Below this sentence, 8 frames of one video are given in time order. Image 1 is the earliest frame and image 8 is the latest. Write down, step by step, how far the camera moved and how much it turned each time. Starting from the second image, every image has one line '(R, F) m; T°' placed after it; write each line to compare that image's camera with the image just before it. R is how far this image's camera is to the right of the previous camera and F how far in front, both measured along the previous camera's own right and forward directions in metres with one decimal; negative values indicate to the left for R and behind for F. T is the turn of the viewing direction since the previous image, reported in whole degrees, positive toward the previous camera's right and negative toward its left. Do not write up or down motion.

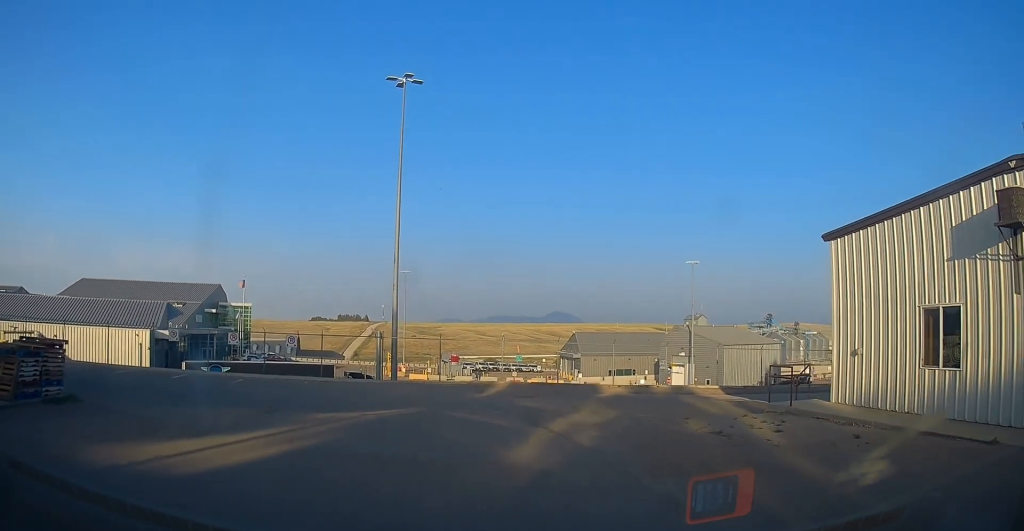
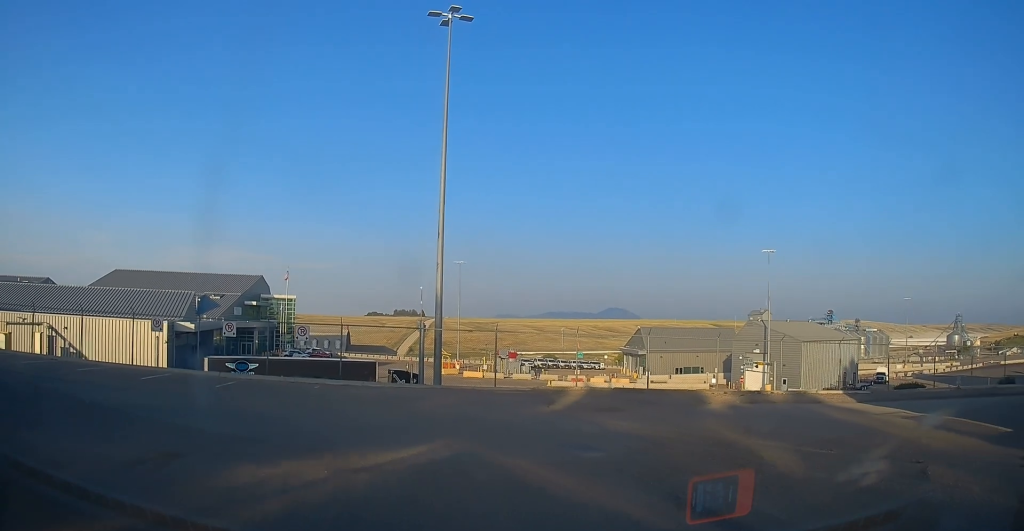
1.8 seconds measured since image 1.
(+0.2, +8.1) m; -6°
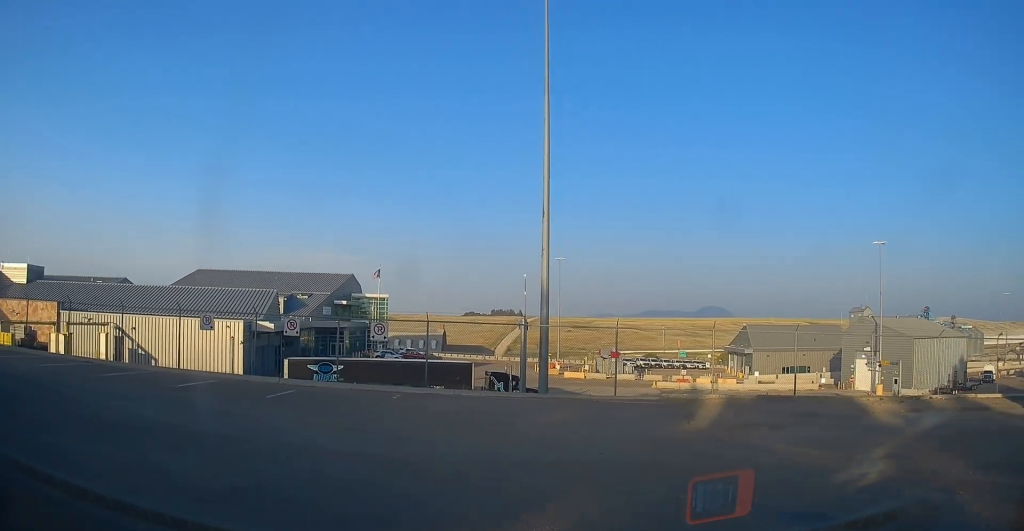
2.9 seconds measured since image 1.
(-0.5, +5.2) m; -9°
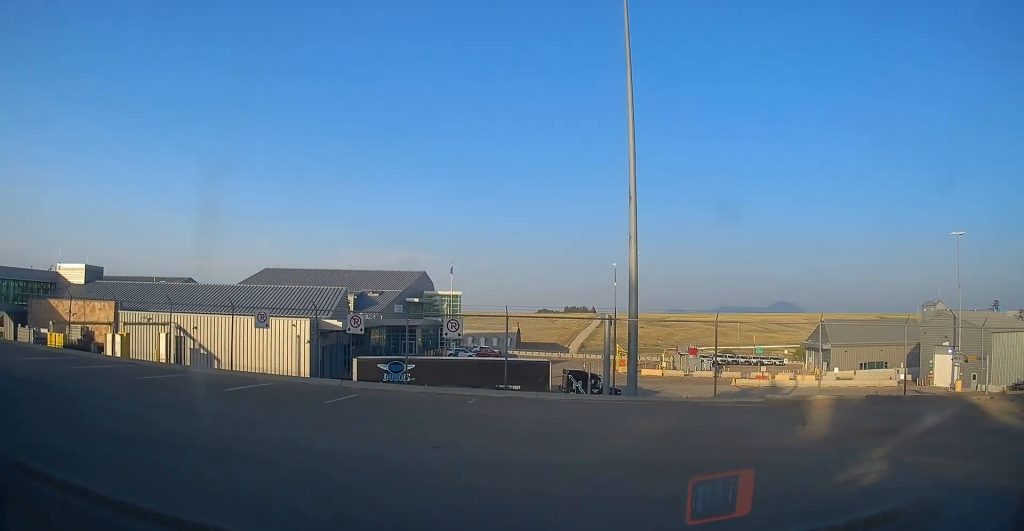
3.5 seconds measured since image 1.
(-0.1, +2.4) m; -6°
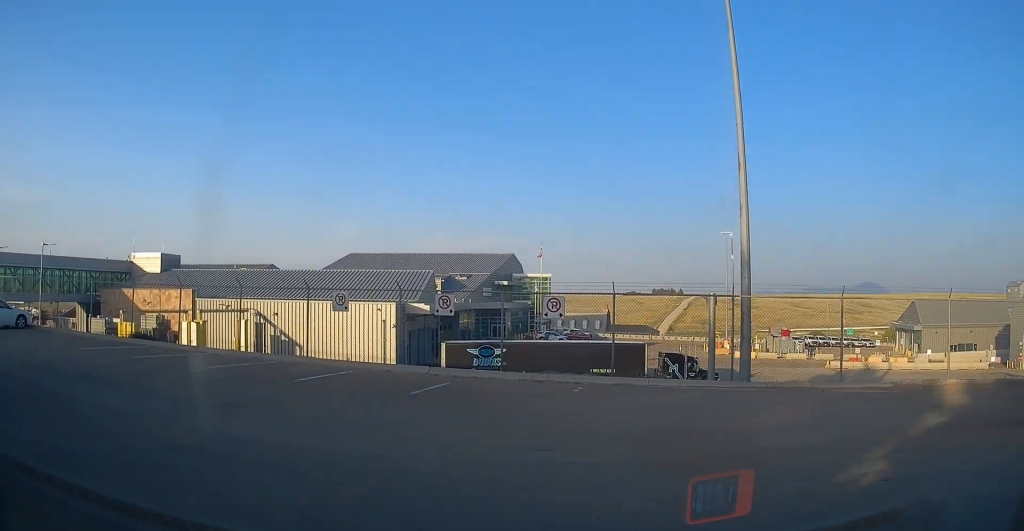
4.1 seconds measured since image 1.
(+0.1, +2.2) m; -7°
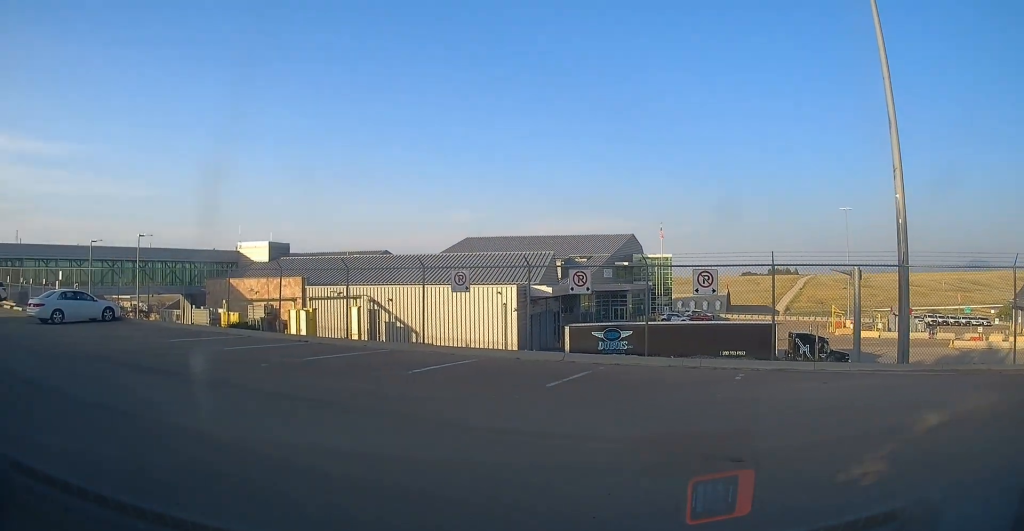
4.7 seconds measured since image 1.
(-0.4, +2.2) m; -12°
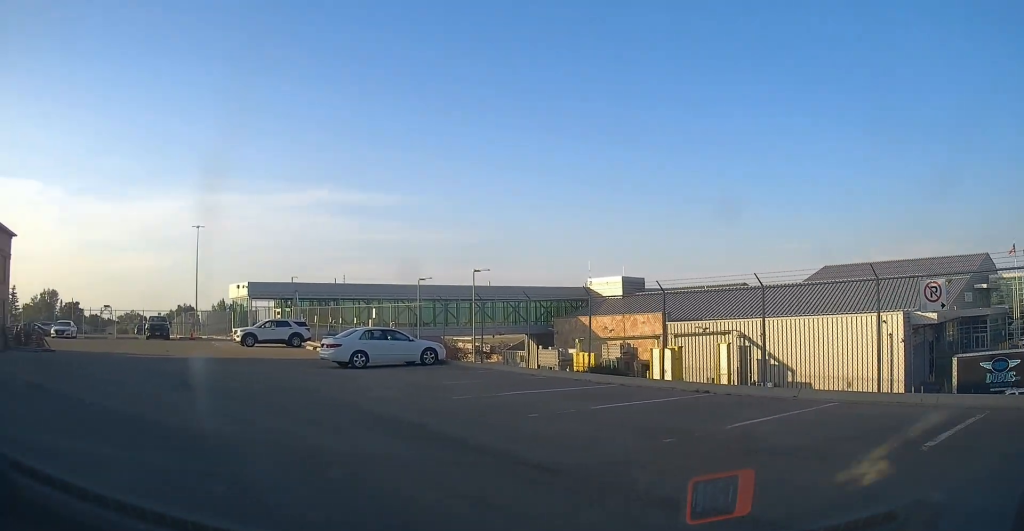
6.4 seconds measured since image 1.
(-1.5, +5.5) m; -28°
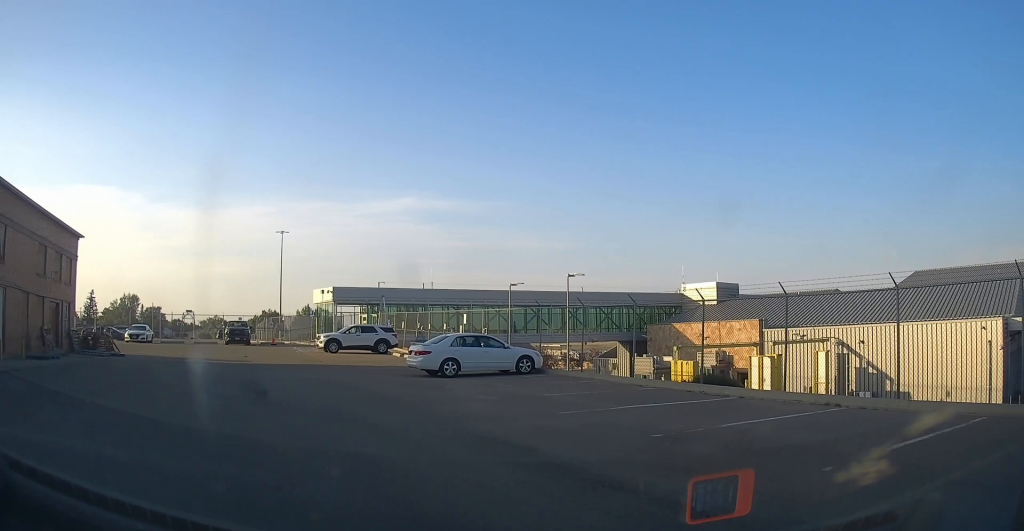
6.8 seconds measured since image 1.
(-0.2, +1.6) m; -4°
